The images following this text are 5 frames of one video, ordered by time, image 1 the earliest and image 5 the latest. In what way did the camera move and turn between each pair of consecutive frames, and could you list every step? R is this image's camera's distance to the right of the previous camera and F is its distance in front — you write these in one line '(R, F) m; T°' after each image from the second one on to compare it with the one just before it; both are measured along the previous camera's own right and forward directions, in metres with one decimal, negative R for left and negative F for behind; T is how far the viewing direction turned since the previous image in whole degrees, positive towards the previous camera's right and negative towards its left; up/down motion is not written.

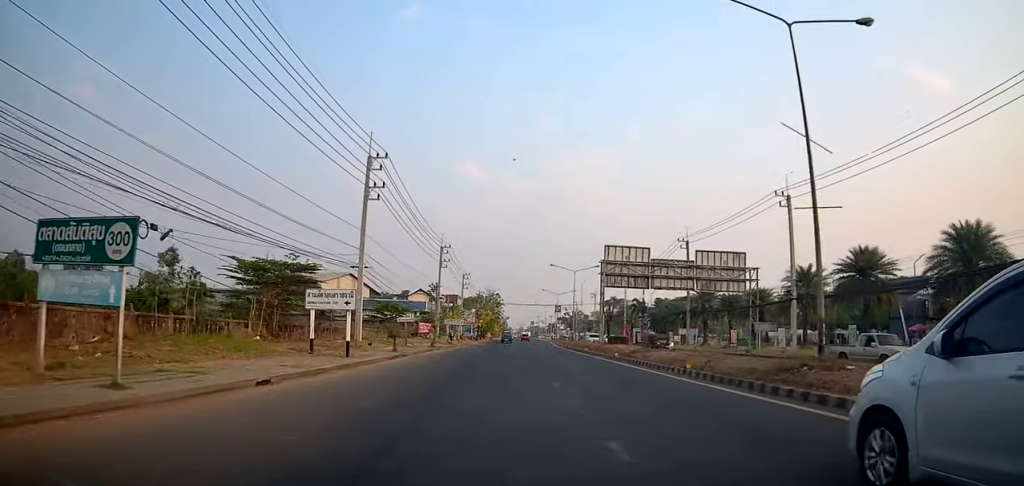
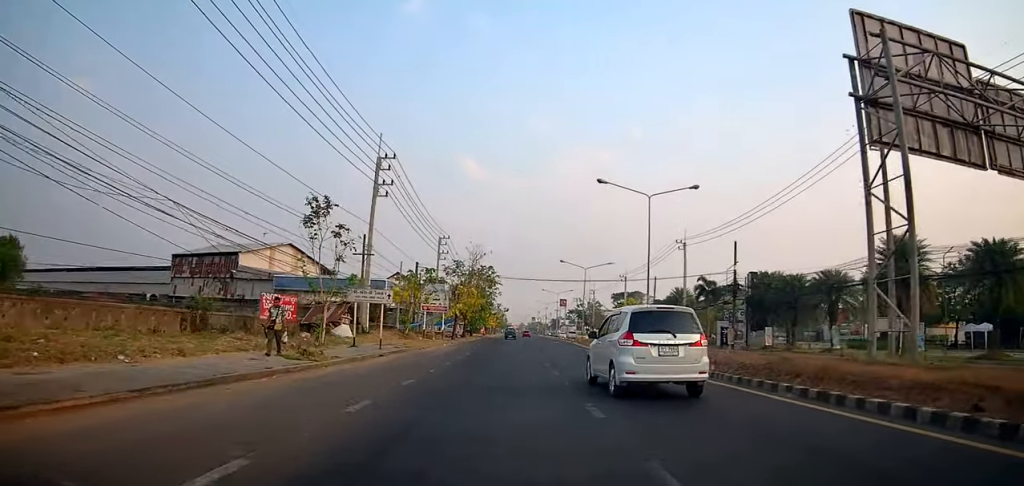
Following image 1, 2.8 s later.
(+0.3, +37.7) m; +2°
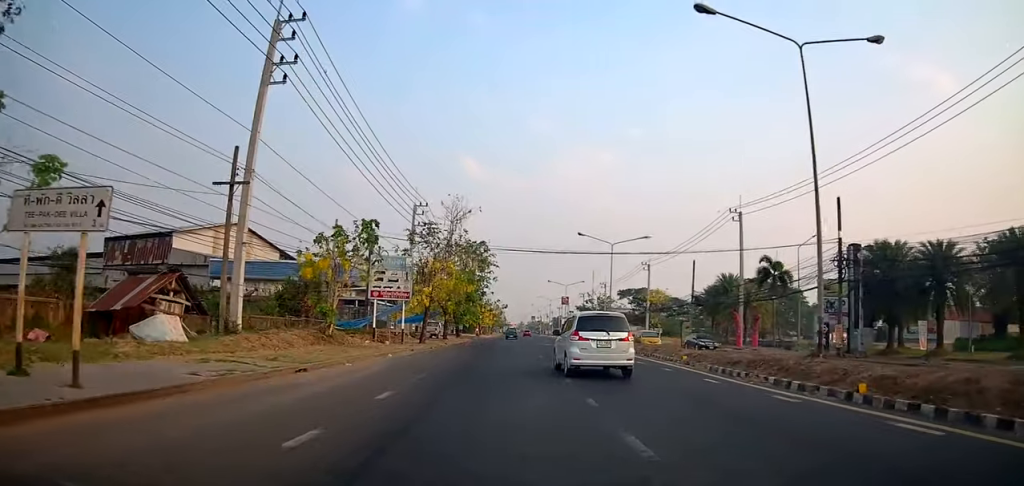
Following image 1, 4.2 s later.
(+0.5, +18.8) m; -2°
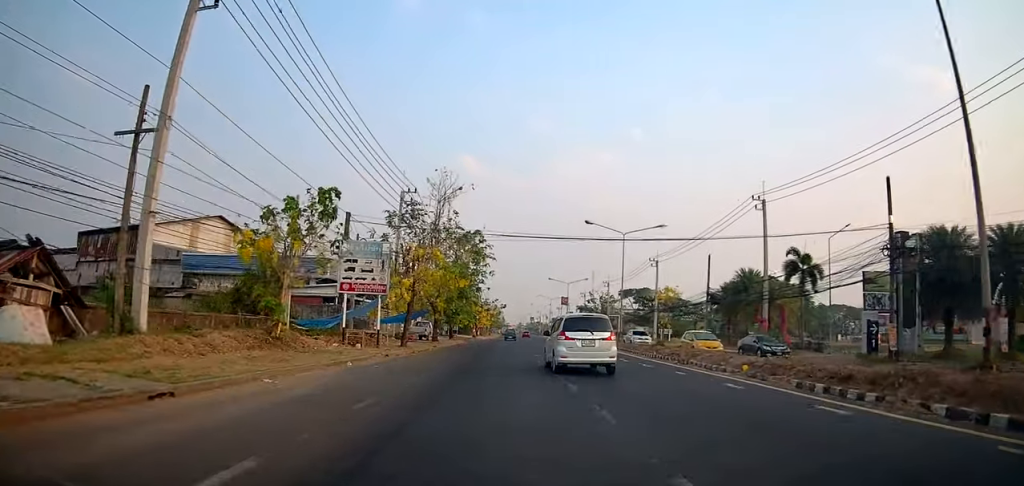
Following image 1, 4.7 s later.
(-0.3, +5.8) m; 0°
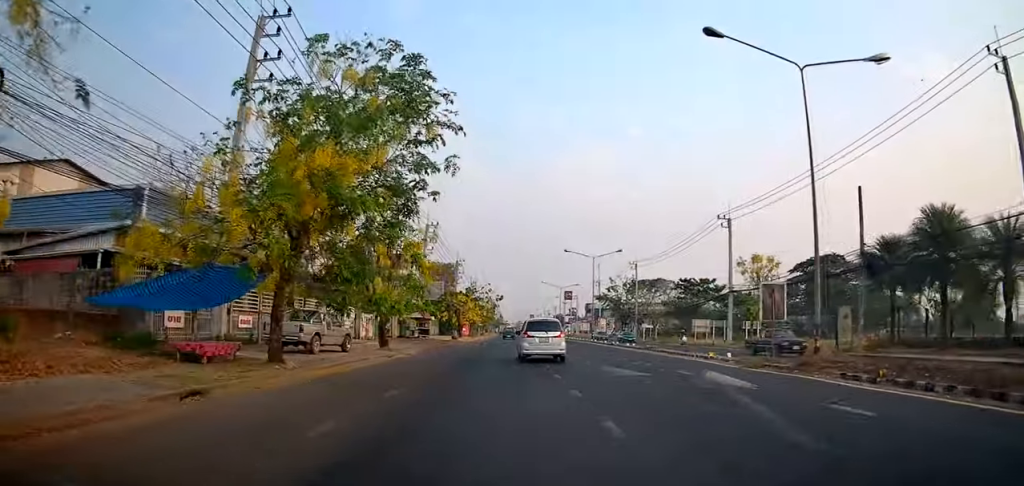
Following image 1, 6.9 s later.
(+0.8, +29.0) m; +2°
